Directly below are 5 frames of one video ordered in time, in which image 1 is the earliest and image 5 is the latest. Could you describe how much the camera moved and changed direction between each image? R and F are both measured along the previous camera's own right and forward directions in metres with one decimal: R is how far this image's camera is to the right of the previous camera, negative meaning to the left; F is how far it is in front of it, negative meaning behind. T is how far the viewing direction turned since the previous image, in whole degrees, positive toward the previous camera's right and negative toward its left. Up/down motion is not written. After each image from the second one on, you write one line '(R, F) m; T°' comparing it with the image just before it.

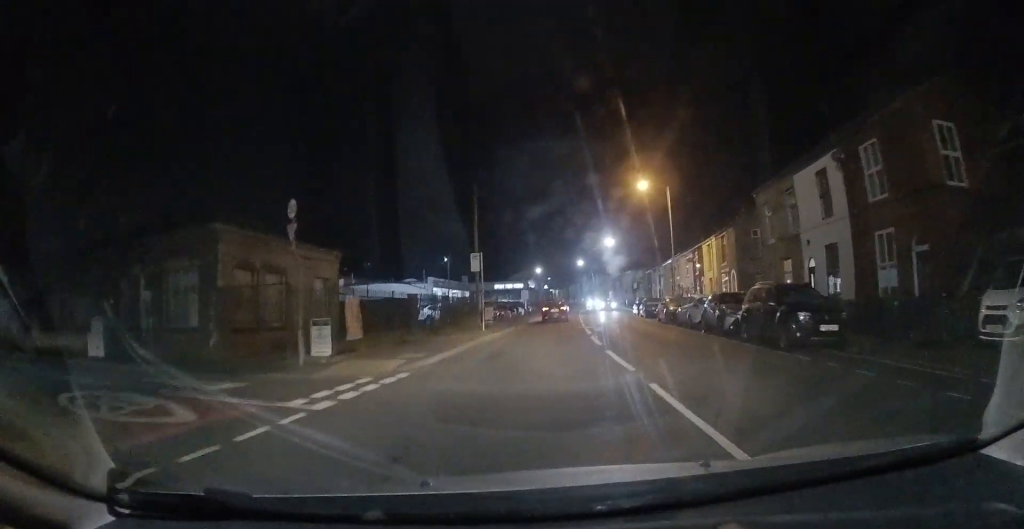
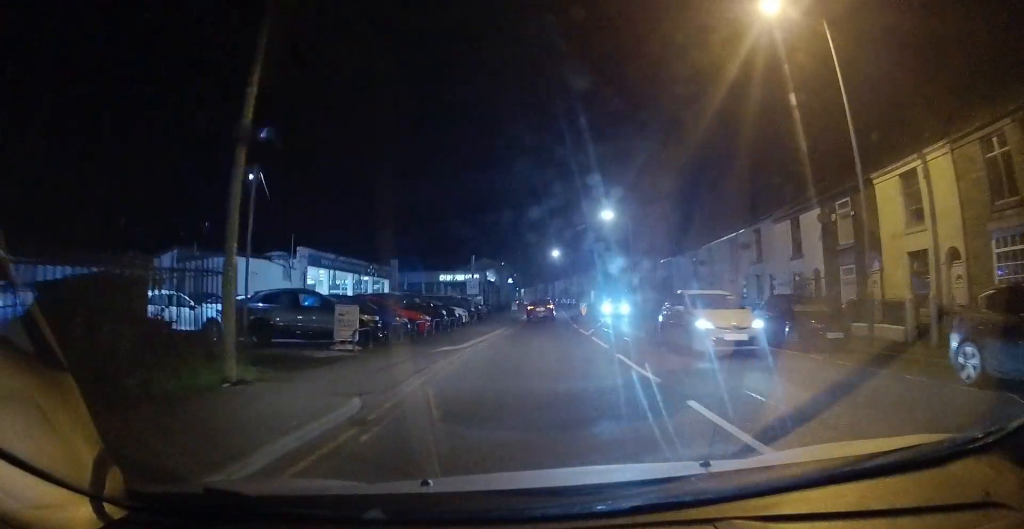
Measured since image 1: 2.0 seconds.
(+0.5, +24.8) m; +4°
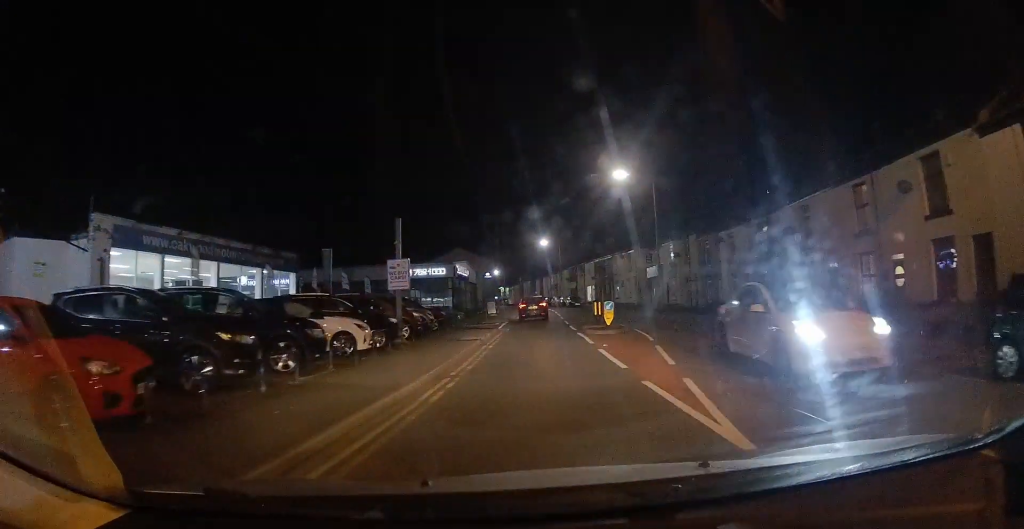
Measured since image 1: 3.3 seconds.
(+0.3, +15.6) m; 0°
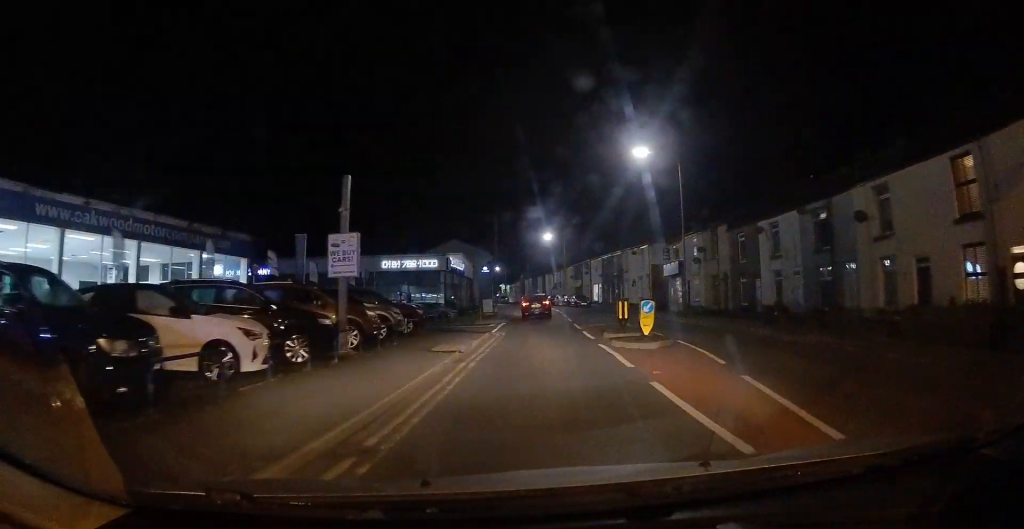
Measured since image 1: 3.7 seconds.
(-0.2, +5.7) m; 0°
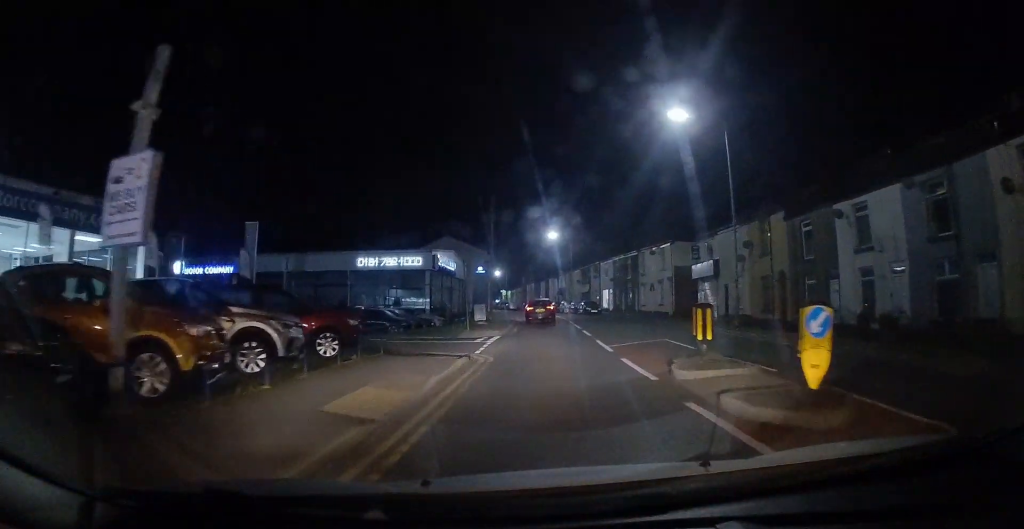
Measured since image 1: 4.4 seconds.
(+0.3, +7.6) m; +1°
